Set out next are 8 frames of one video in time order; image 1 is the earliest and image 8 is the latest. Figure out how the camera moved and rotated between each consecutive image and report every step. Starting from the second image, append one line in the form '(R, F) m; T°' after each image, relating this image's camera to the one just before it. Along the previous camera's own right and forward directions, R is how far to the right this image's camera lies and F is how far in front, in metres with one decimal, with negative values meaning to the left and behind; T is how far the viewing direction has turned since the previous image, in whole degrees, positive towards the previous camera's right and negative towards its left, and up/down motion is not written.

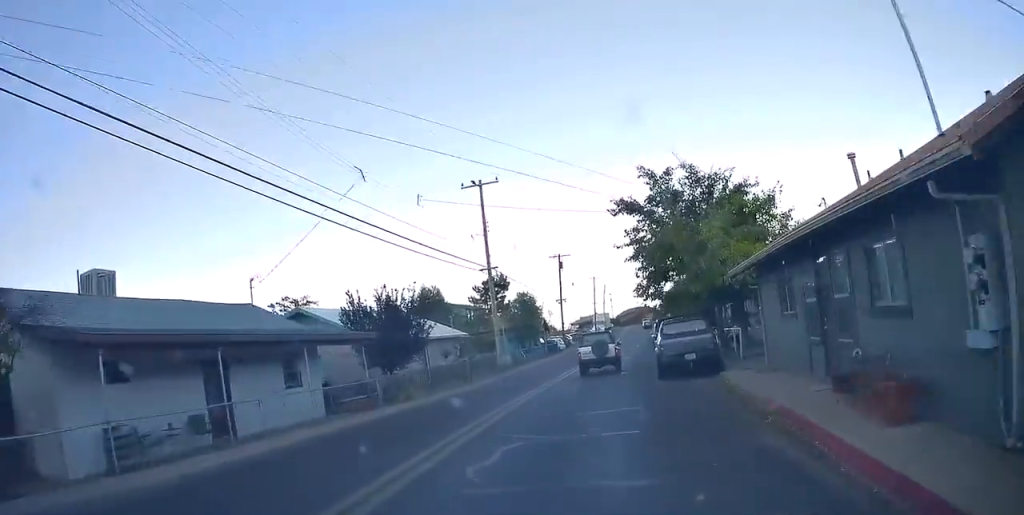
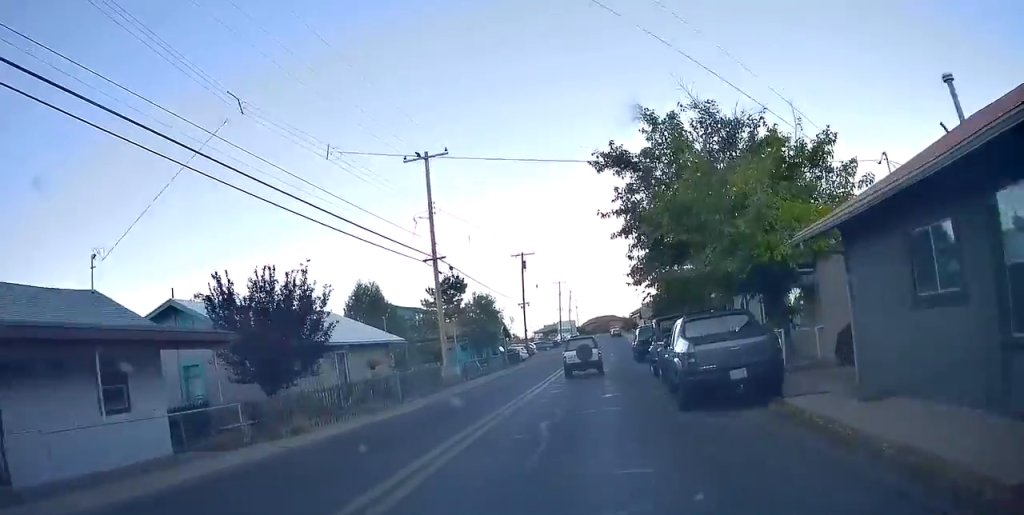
(+0.2, +7.0) m; +3°
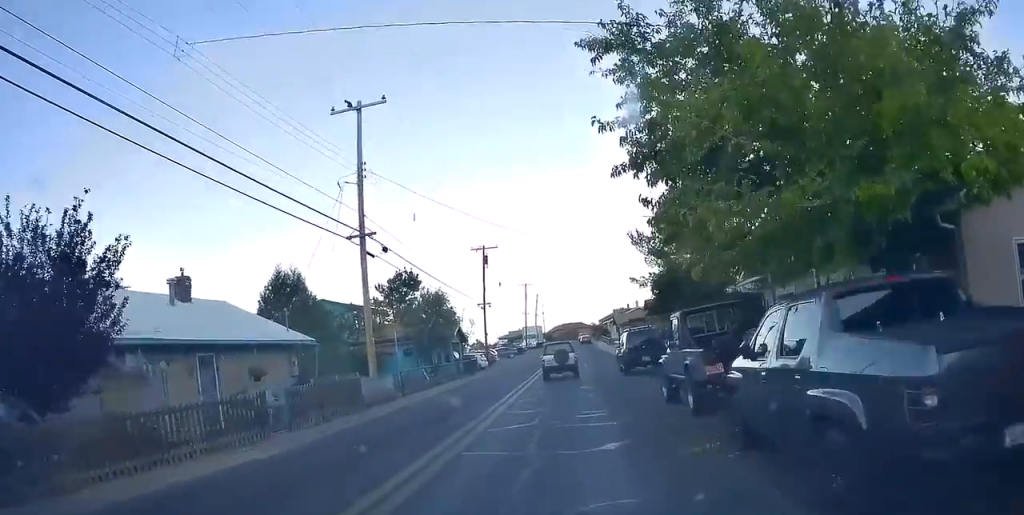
(-0.1, +7.1) m; +4°
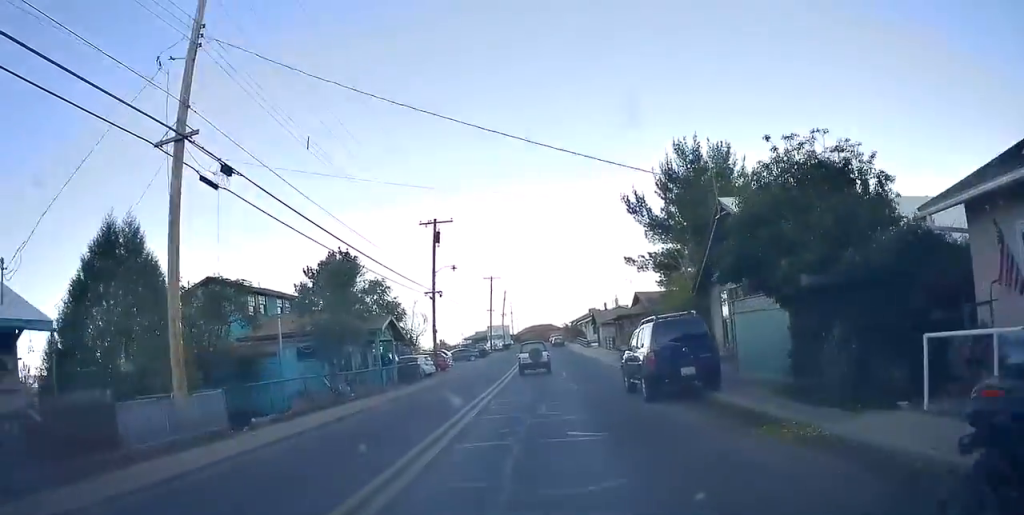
(+1.0, +11.2) m; +4°
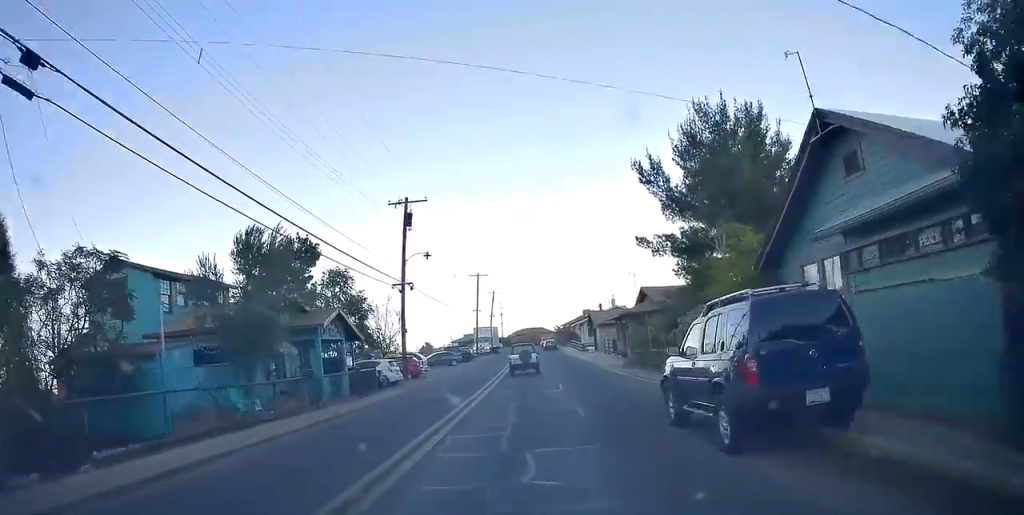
(+0.1, +6.7) m; -3°
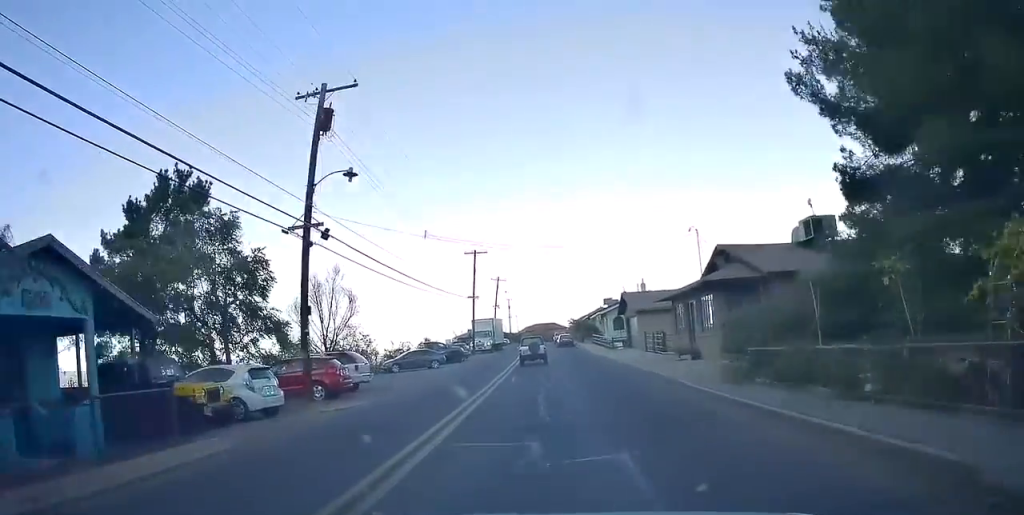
(-0.7, +15.8) m; 0°
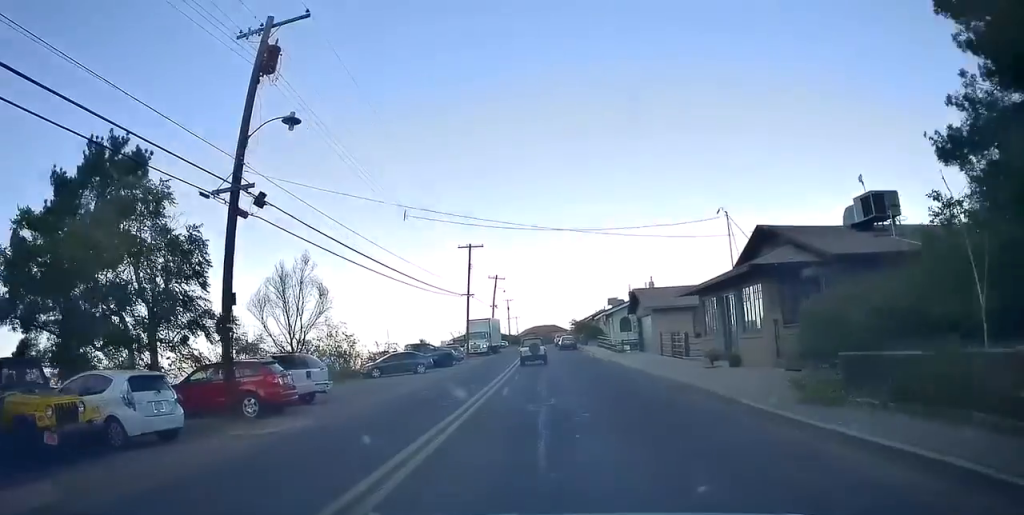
(+0.1, +4.8) m; +1°
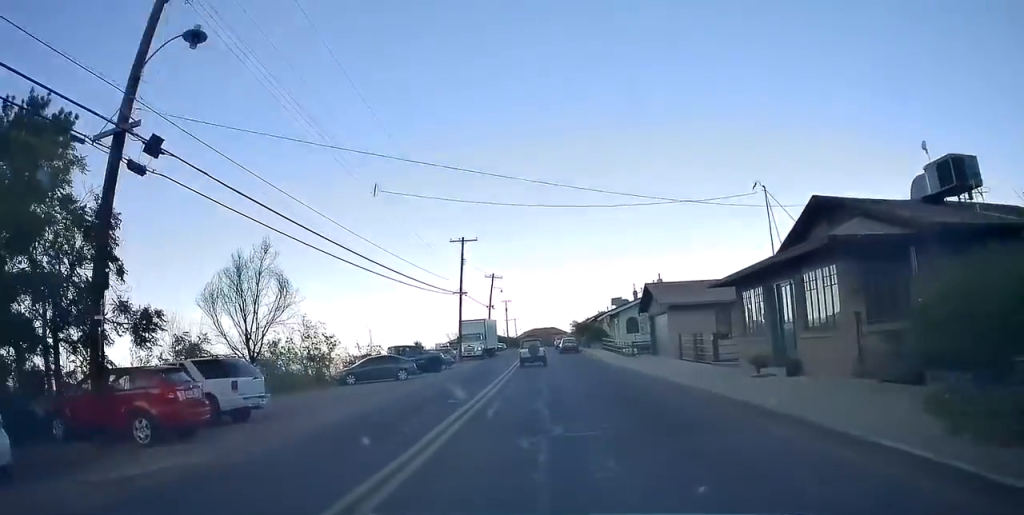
(0.0, +4.7) m; 0°
